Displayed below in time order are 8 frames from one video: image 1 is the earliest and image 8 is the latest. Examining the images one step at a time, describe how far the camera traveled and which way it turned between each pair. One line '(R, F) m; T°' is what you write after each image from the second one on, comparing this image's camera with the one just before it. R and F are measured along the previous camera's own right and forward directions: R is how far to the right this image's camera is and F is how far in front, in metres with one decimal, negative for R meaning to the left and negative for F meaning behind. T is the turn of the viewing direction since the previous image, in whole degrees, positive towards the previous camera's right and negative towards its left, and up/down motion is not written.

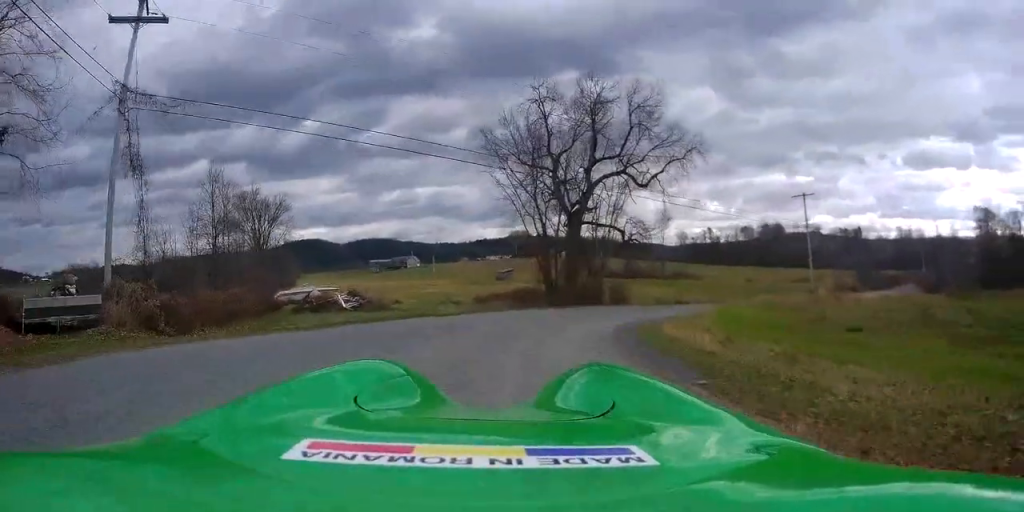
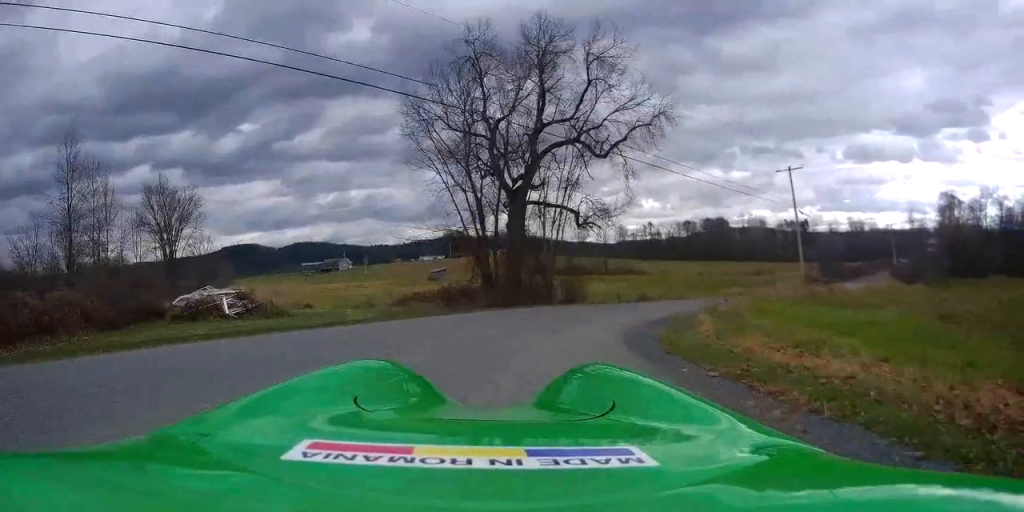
(+0.2, +8.8) m; +6°
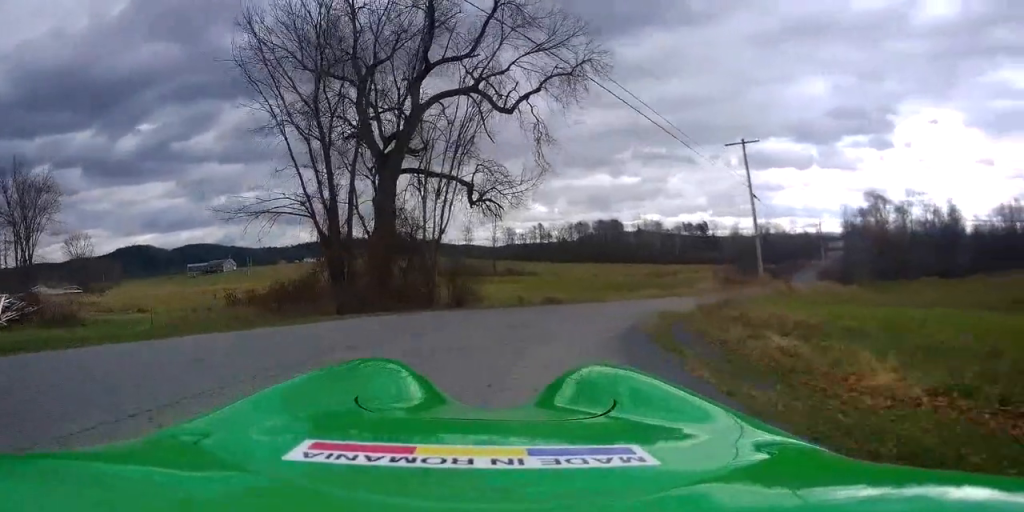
(+0.7, +9.6) m; +8°
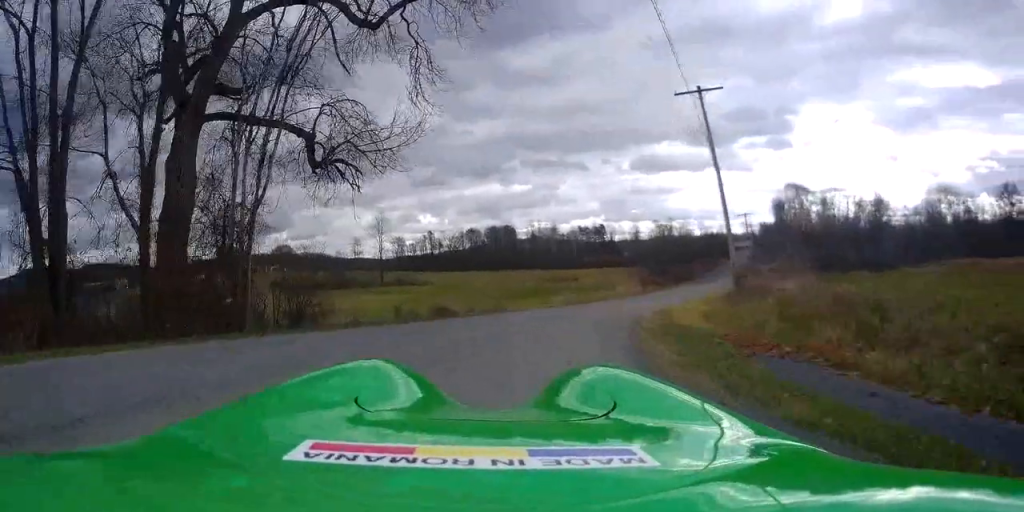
(+0.7, +10.0) m; +10°
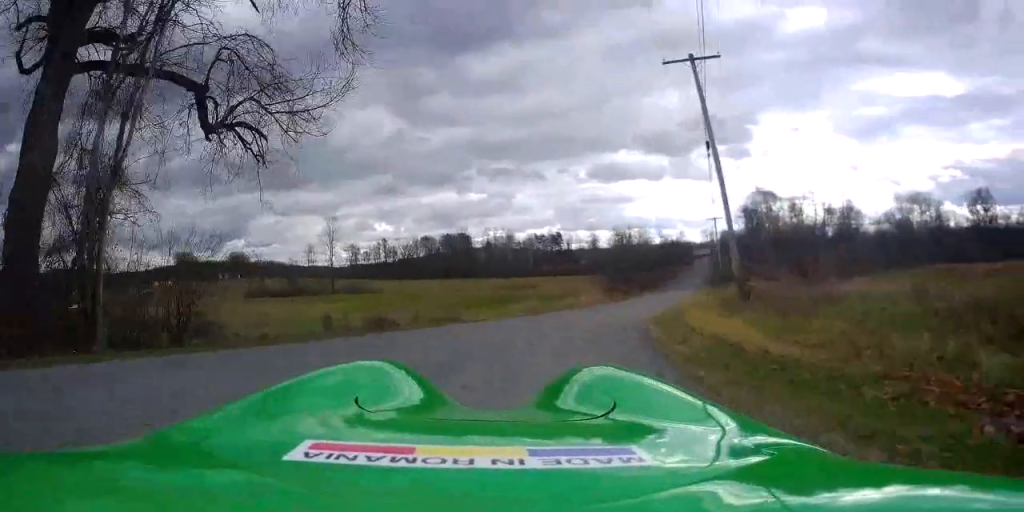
(0.0, +4.7) m; +6°
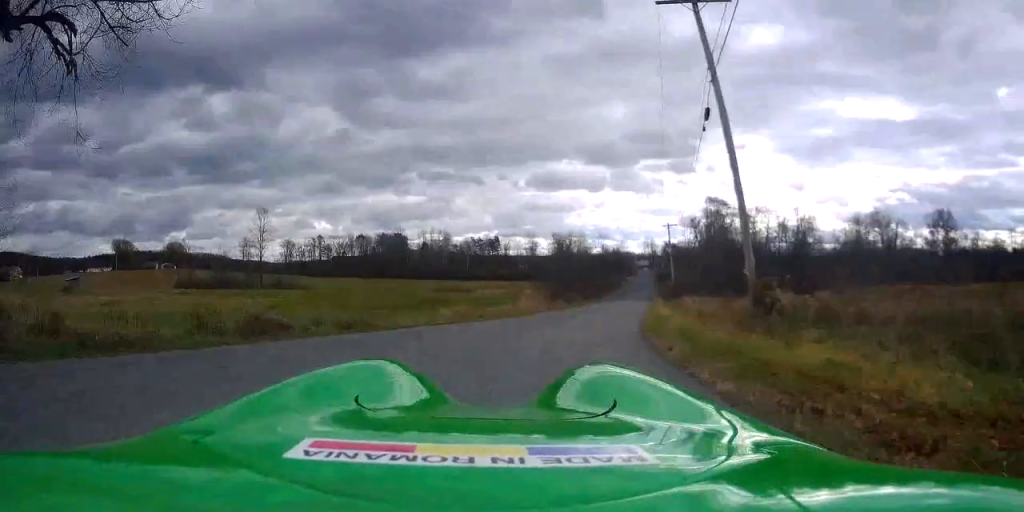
(+0.6, +6.1) m; +6°
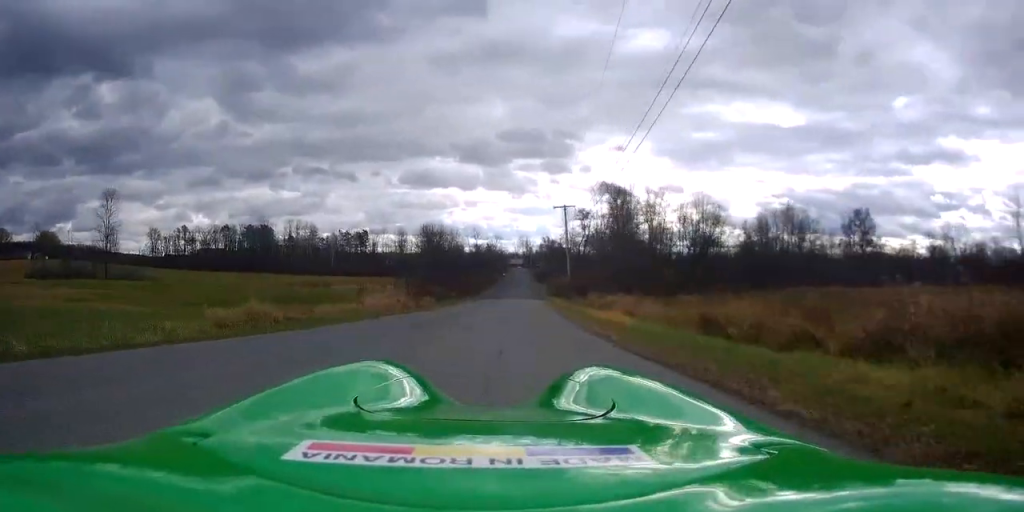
(+1.4, +14.8) m; +10°
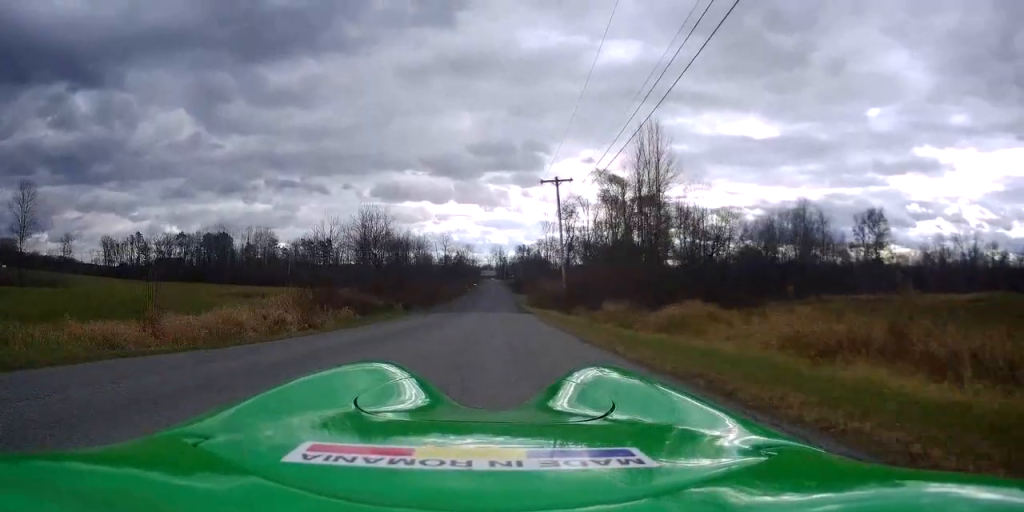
(+1.4, +18.7) m; +6°
